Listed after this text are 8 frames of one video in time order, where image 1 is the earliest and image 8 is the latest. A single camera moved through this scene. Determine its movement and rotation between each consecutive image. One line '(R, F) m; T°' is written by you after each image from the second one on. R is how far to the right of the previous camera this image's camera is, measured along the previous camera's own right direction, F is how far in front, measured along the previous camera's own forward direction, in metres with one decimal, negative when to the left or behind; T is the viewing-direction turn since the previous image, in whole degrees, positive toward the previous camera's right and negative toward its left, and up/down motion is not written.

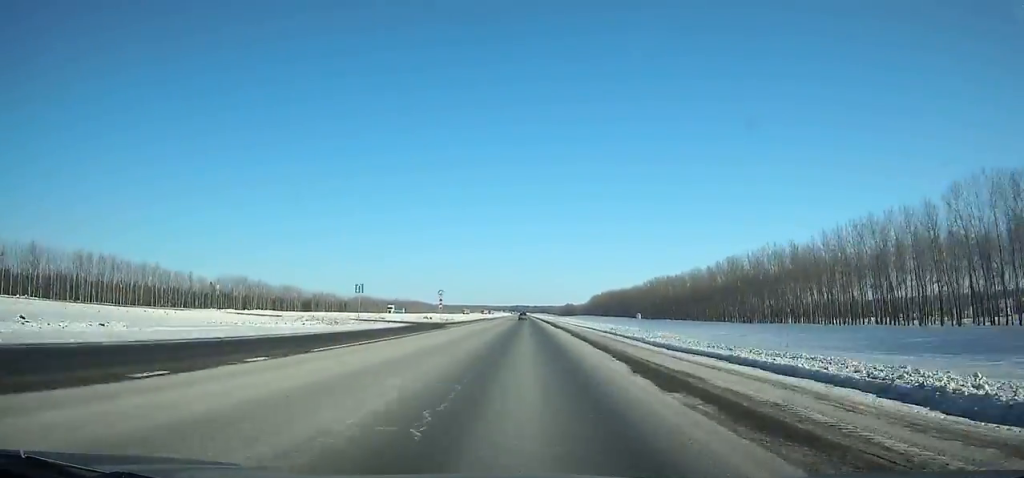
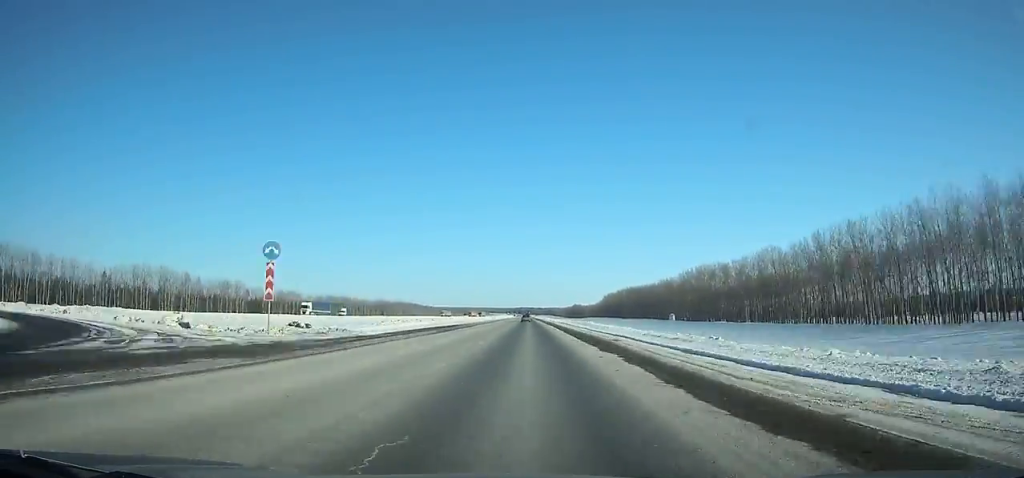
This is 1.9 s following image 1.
(-0.2, +55.9) m; 0°
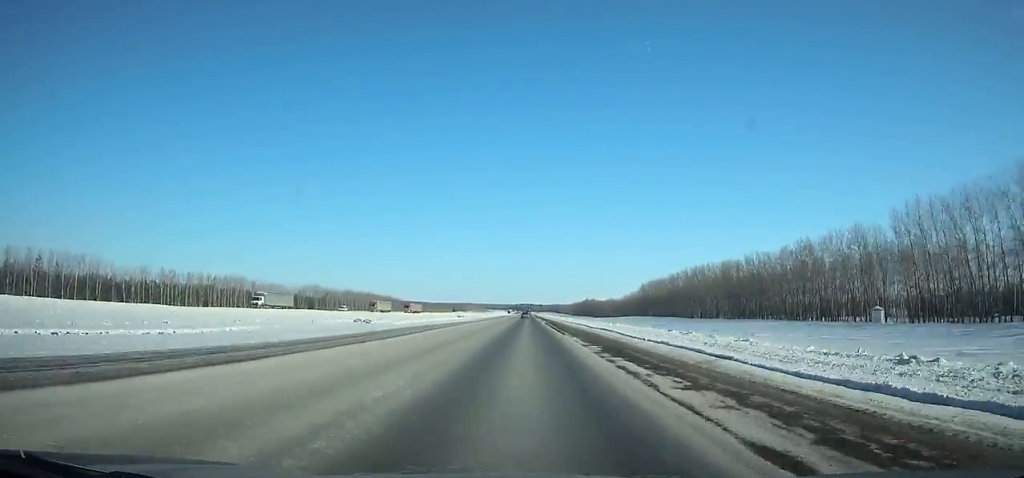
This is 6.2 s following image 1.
(-0.5, +124.5) m; 0°
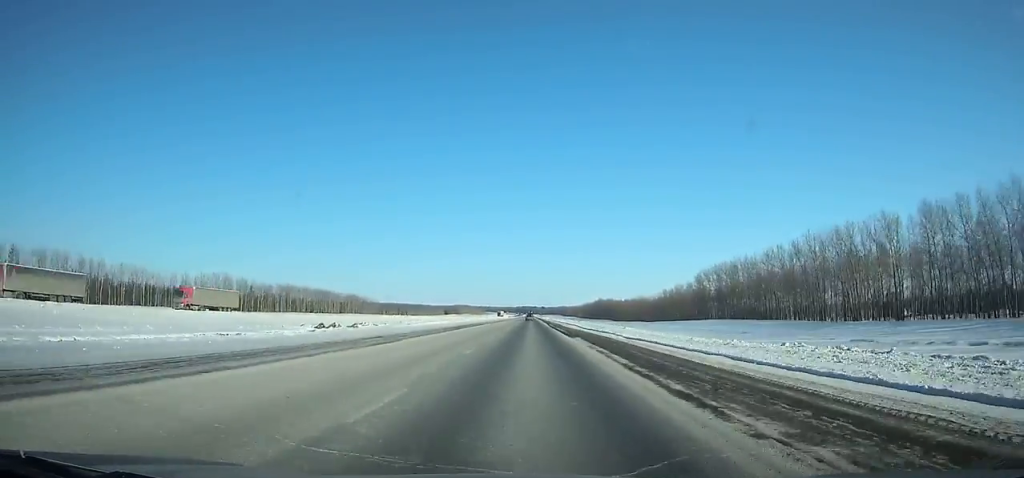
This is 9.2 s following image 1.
(0.0, +88.7) m; 0°
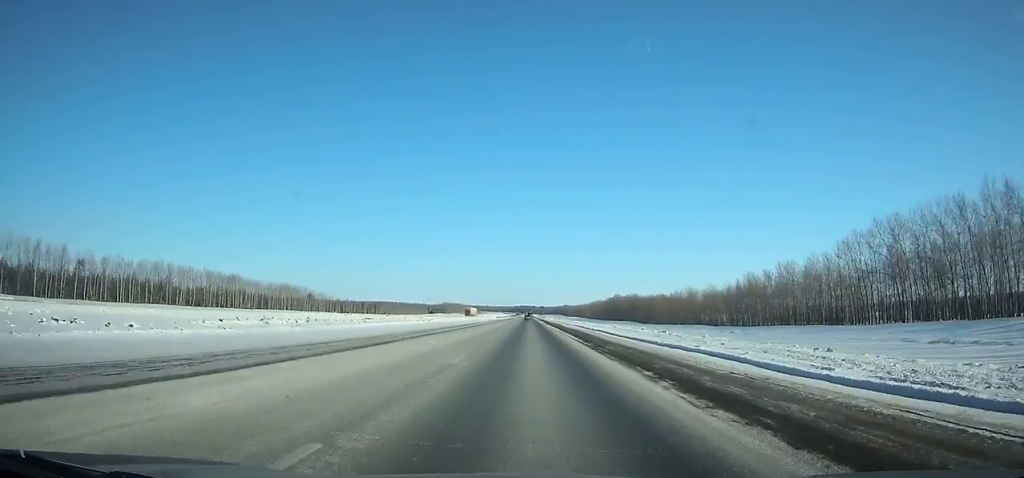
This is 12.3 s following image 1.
(+0.4, +89.3) m; 0°
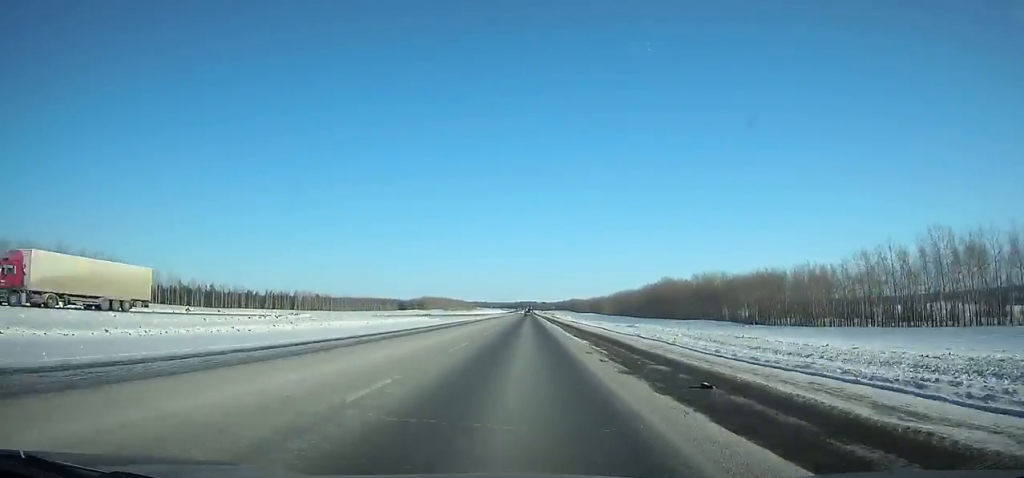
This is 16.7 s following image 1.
(-0.1, +118.1) m; 0°
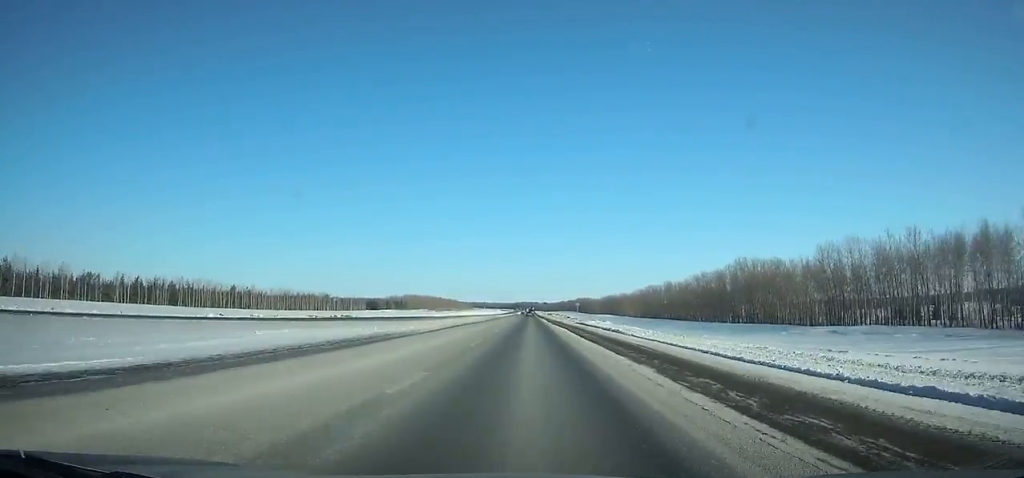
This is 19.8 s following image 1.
(0.0, +77.6) m; 0°
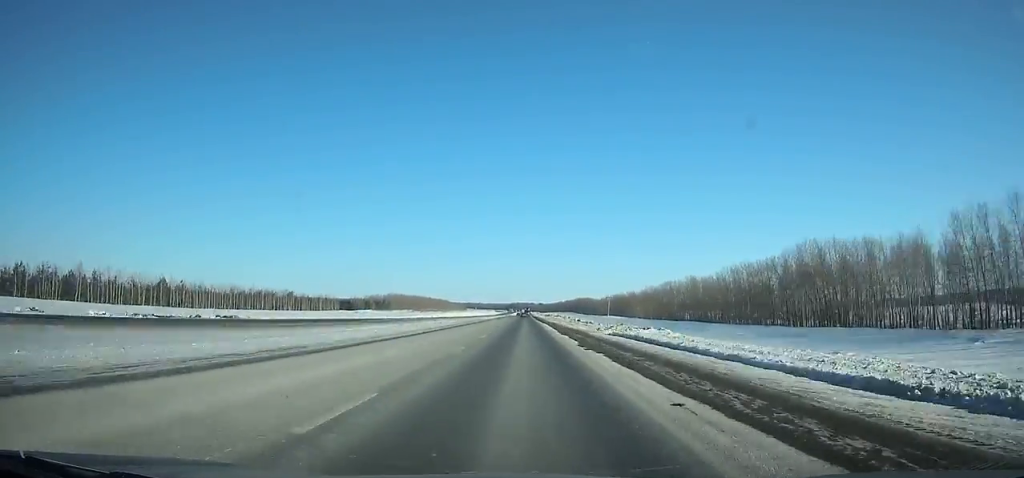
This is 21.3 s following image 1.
(0.0, +37.2) m; 0°
